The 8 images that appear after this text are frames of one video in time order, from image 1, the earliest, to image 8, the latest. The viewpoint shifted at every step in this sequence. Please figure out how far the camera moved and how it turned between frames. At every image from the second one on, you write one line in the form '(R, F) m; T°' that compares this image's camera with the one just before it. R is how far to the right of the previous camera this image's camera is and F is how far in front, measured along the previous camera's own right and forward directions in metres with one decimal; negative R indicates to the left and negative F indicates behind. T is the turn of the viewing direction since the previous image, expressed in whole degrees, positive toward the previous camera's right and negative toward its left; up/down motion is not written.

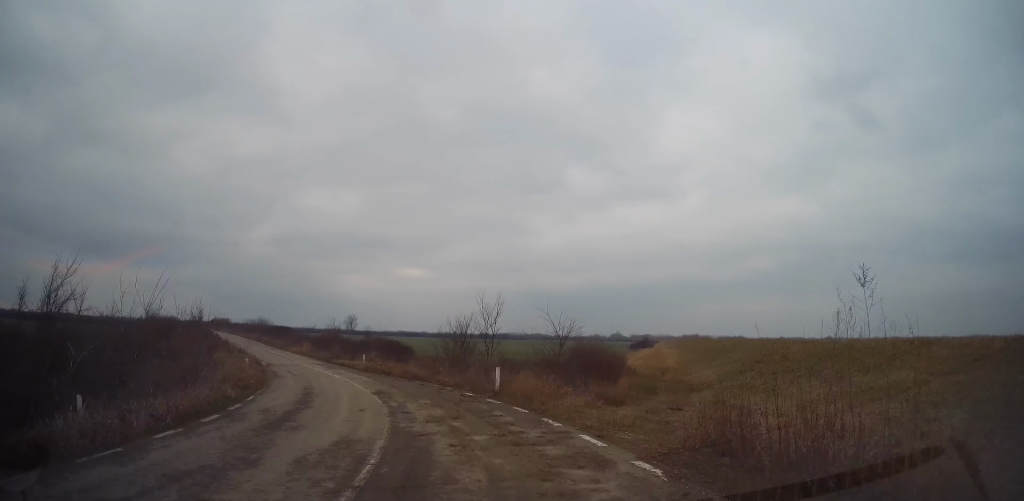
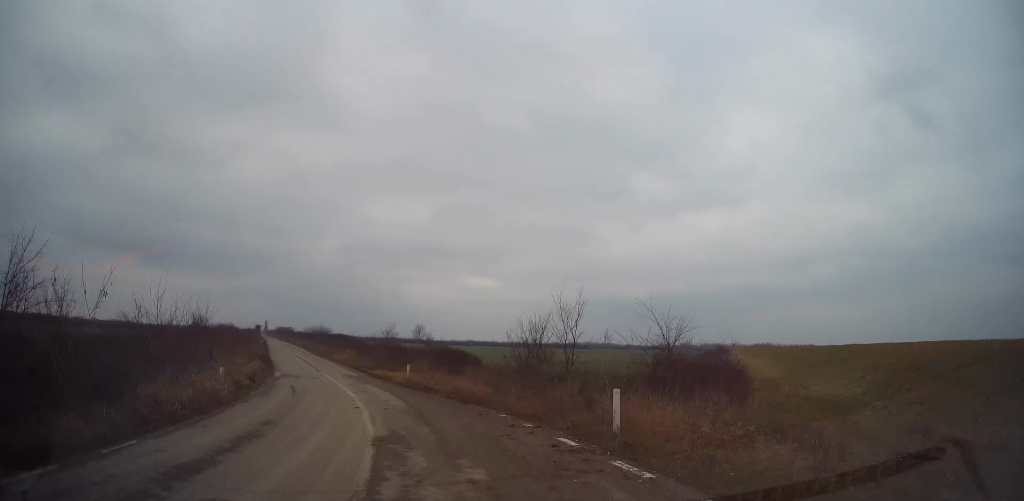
(-0.5, +7.8) m; -6°
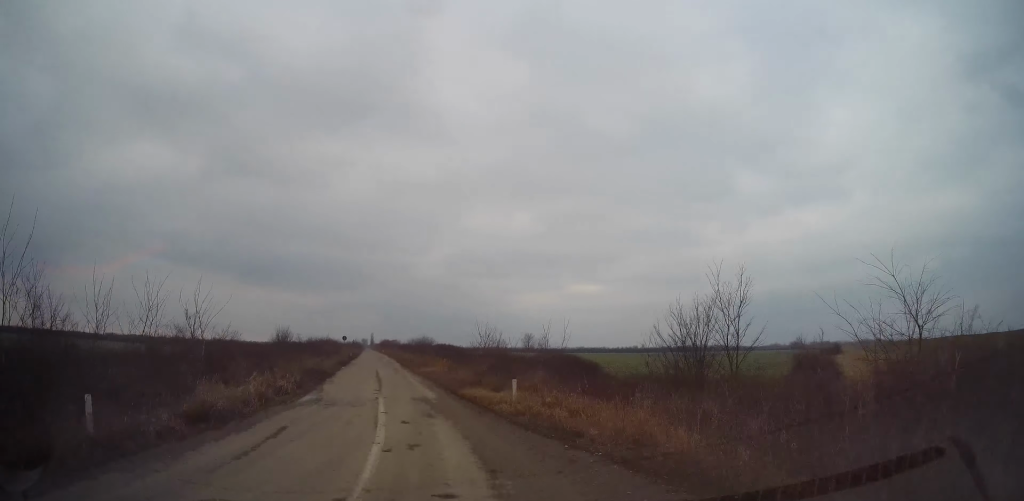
(-0.6, +9.2) m; -9°
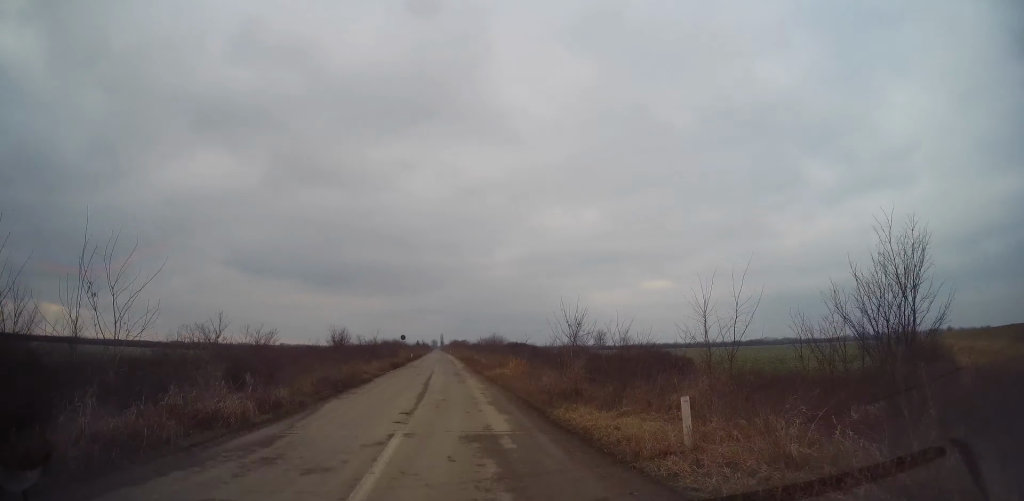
(-0.5, +7.5) m; -5°
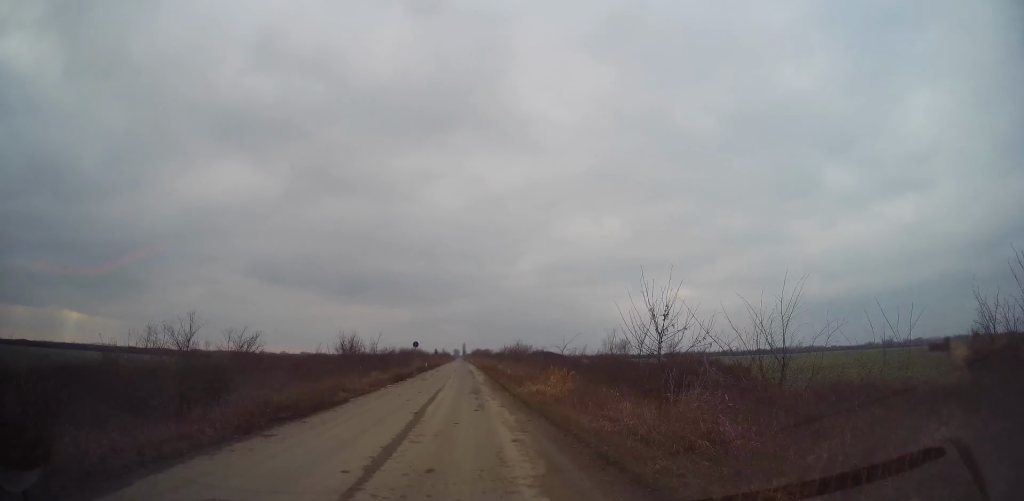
(-0.4, +7.2) m; -4°
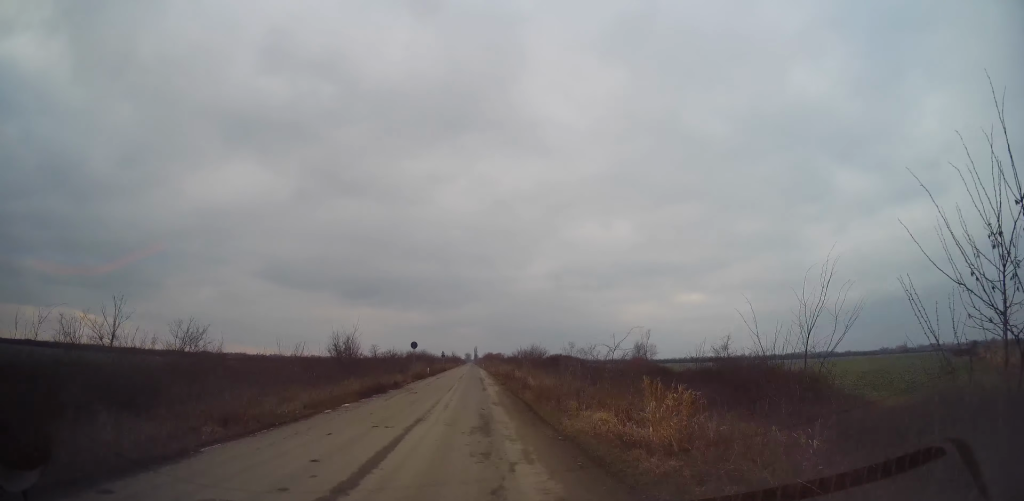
(+0.1, +8.8) m; -3°
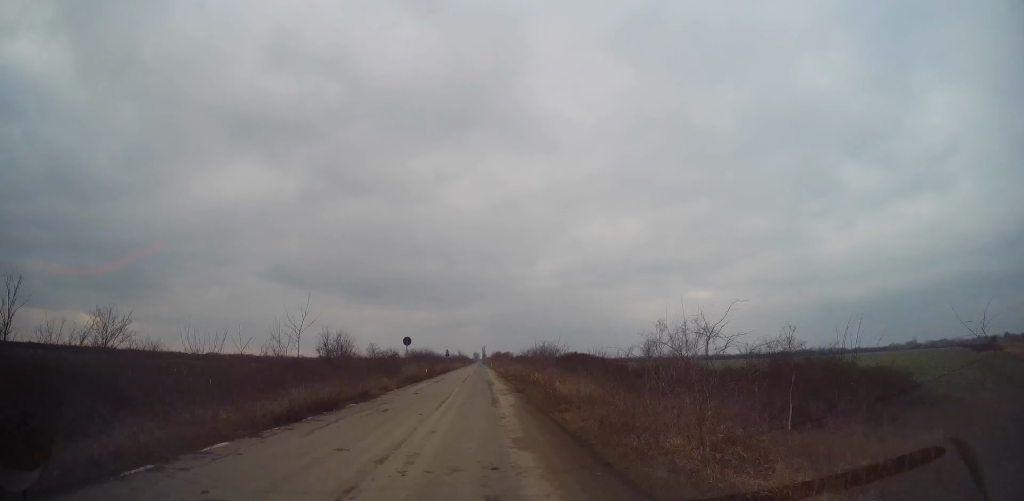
(-0.2, +7.5) m; -1°
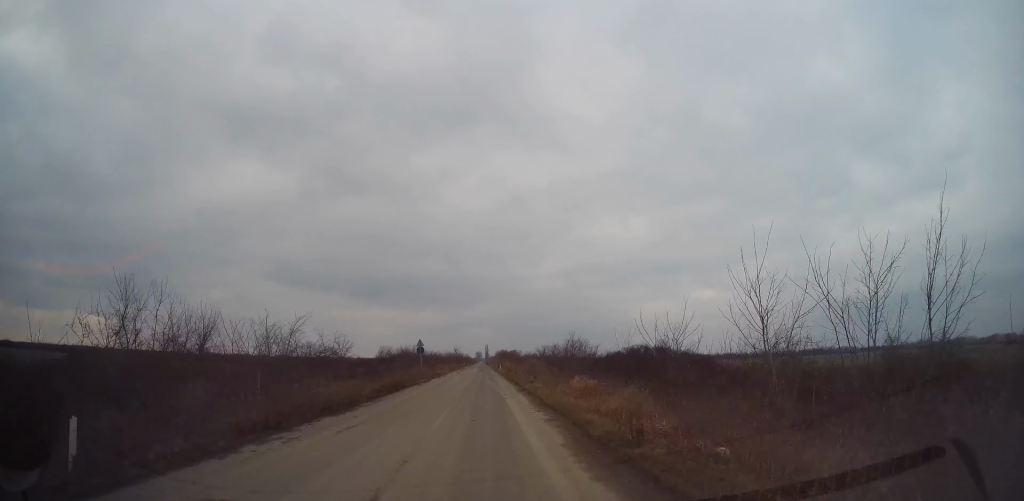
(-0.8, +37.6) m; -2°
